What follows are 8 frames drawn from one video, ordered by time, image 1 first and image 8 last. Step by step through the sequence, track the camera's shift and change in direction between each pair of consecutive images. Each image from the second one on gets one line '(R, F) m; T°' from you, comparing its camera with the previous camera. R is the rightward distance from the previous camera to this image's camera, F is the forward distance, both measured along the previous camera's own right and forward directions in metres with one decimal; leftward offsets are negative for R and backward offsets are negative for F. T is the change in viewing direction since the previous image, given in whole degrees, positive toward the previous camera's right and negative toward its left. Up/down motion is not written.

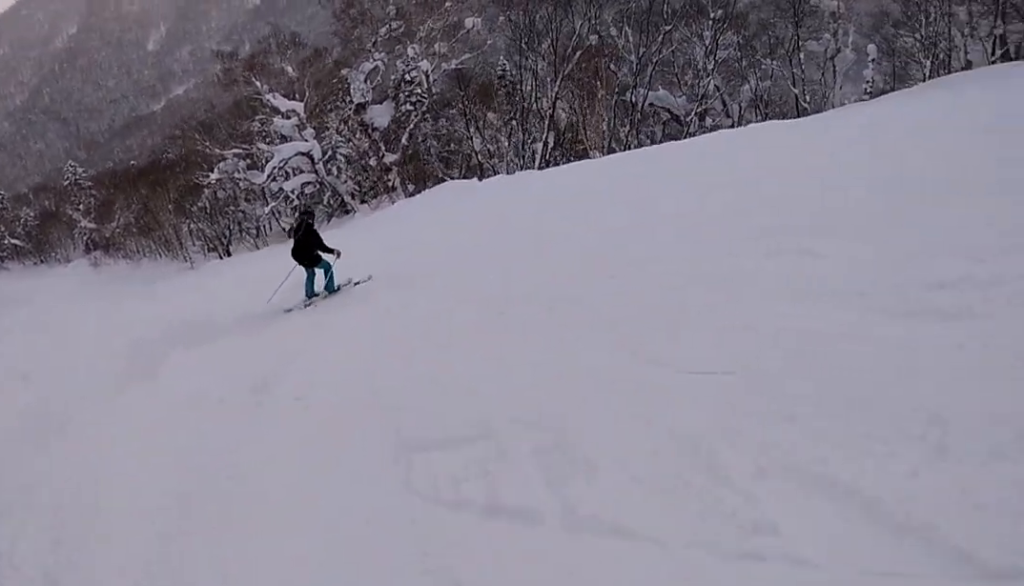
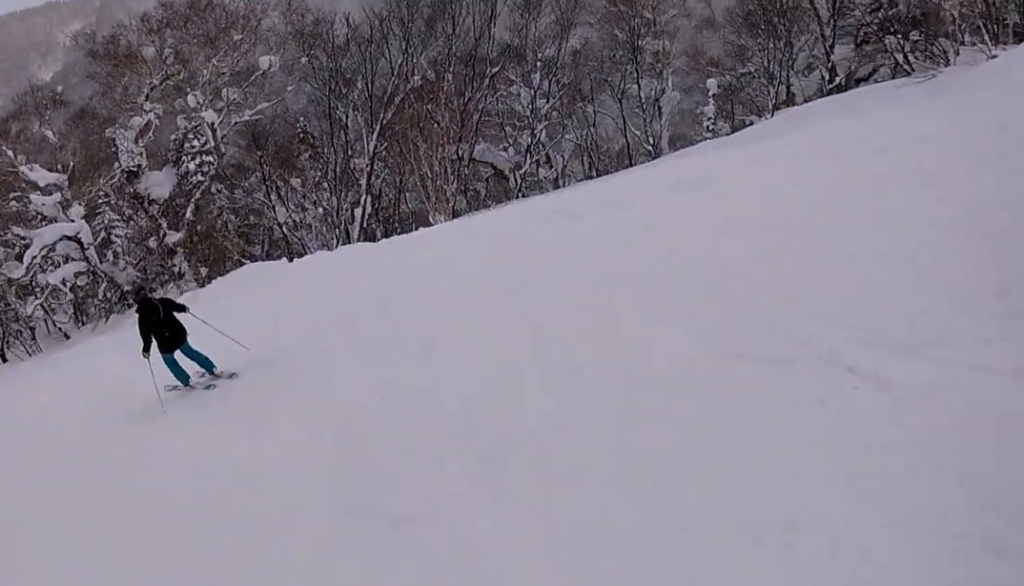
(+1.4, +5.9) m; +11°
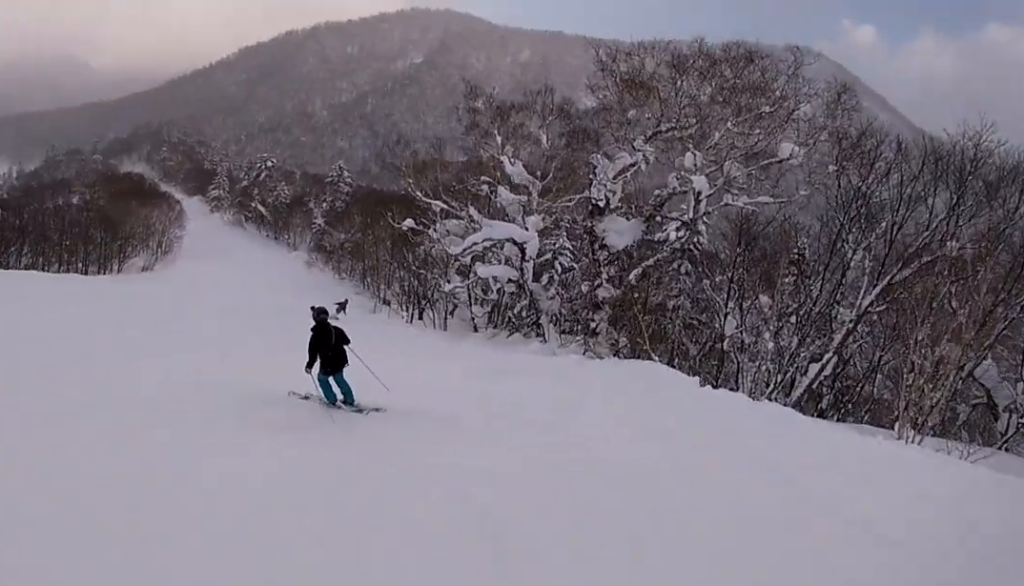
(-0.3, +3.8) m; -27°
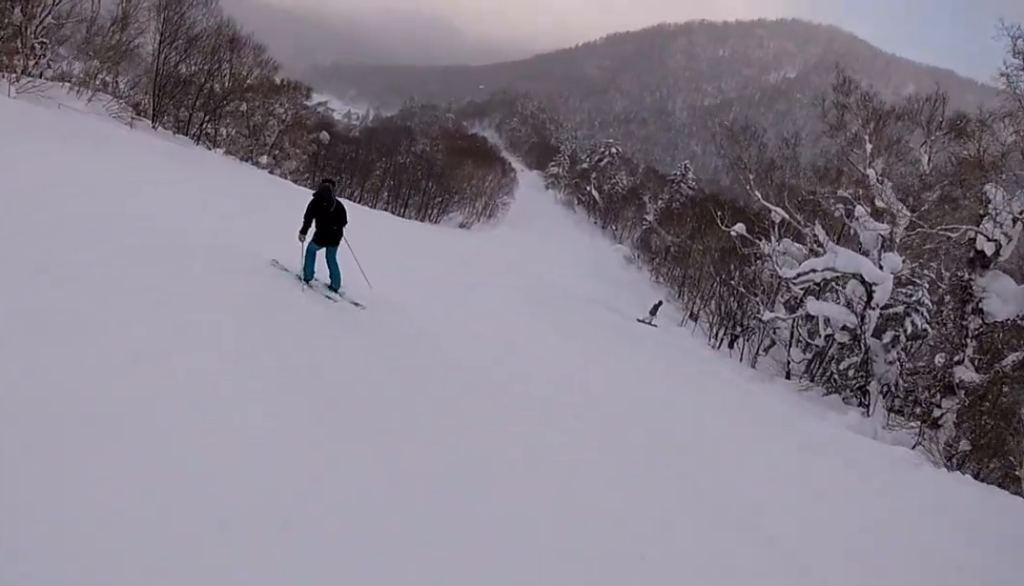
(-1.3, +3.2) m; -36°
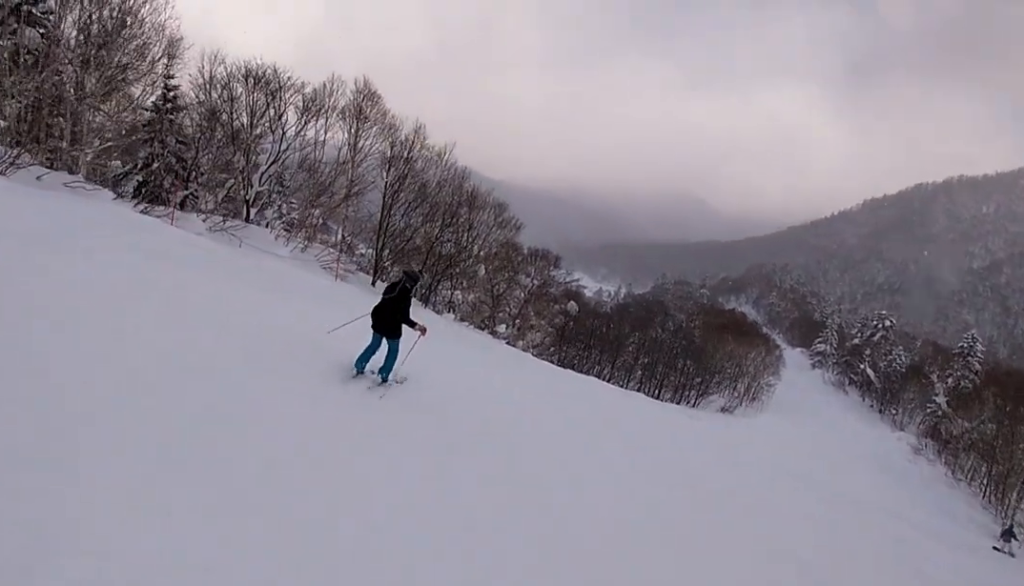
(-2.2, +5.2) m; -9°
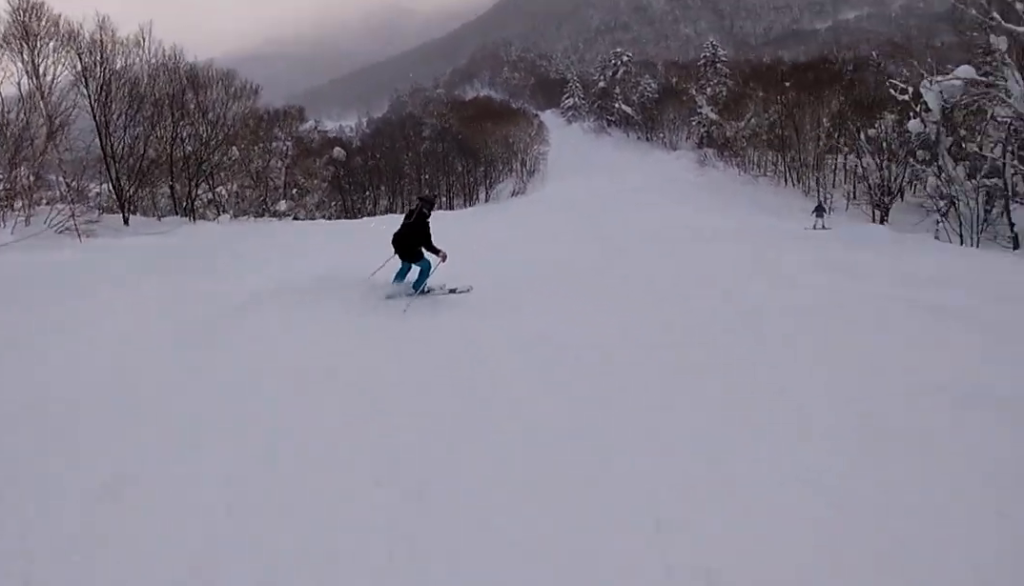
(+1.1, +3.8) m; +22°
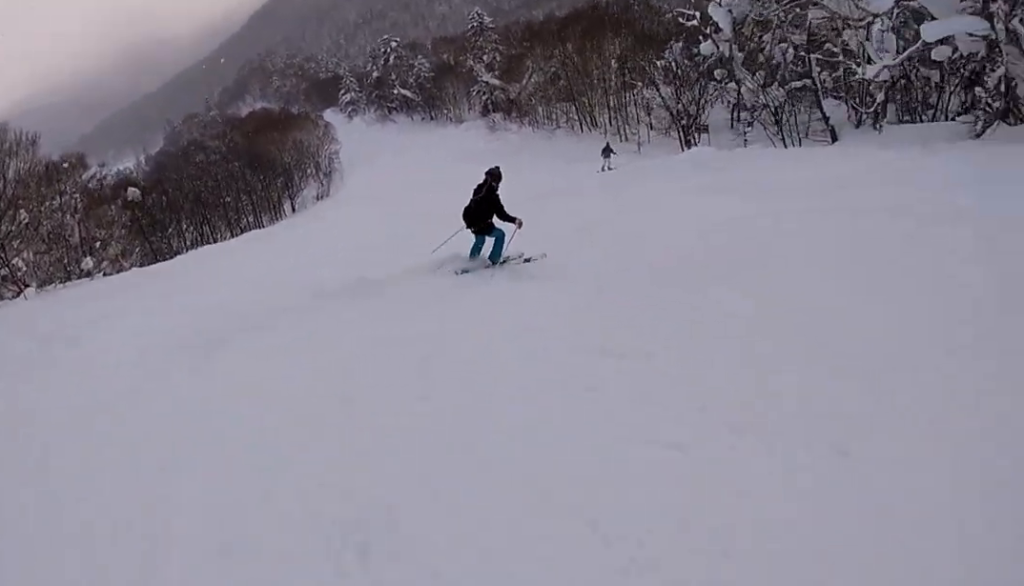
(+0.4, +2.8) m; +14°
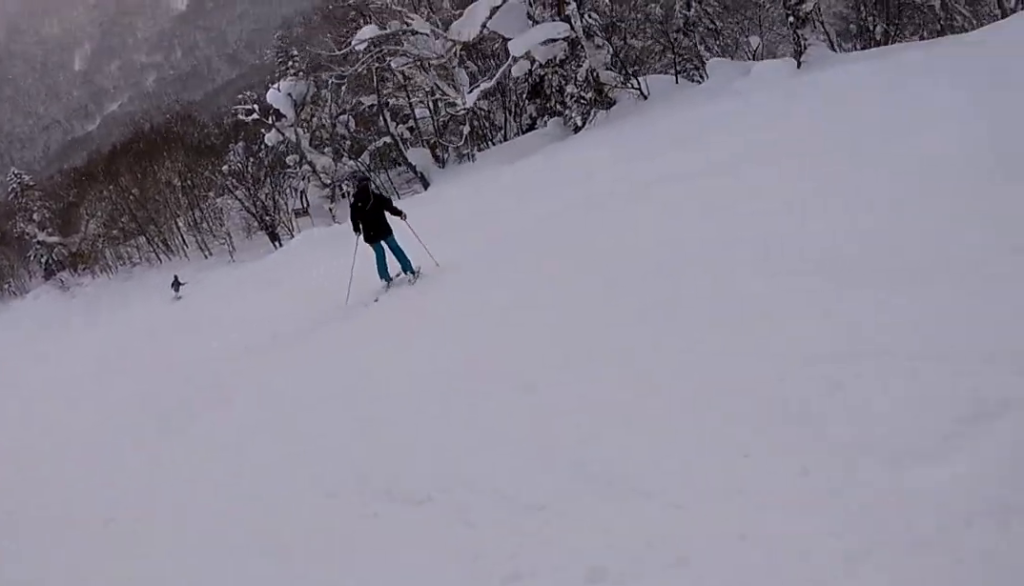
(+0.2, +4.1) m; +15°
